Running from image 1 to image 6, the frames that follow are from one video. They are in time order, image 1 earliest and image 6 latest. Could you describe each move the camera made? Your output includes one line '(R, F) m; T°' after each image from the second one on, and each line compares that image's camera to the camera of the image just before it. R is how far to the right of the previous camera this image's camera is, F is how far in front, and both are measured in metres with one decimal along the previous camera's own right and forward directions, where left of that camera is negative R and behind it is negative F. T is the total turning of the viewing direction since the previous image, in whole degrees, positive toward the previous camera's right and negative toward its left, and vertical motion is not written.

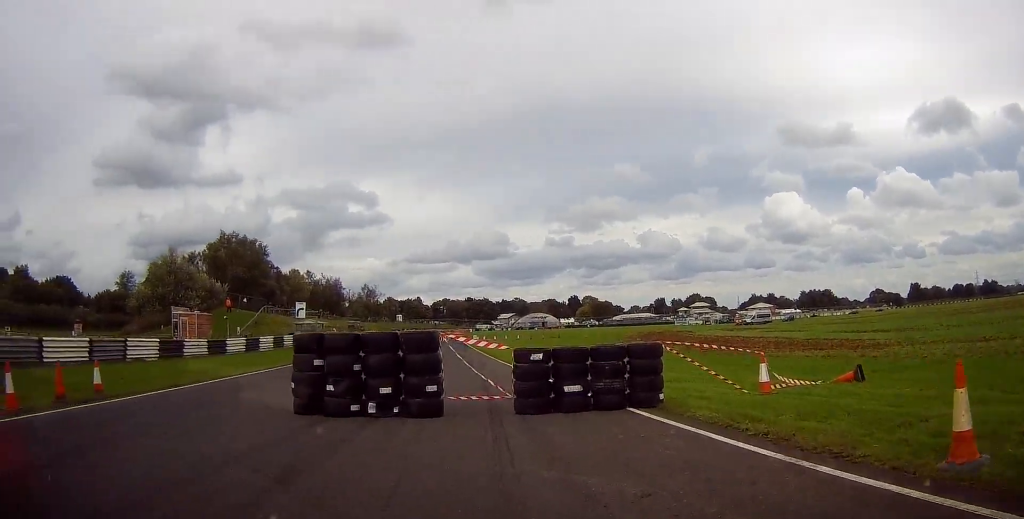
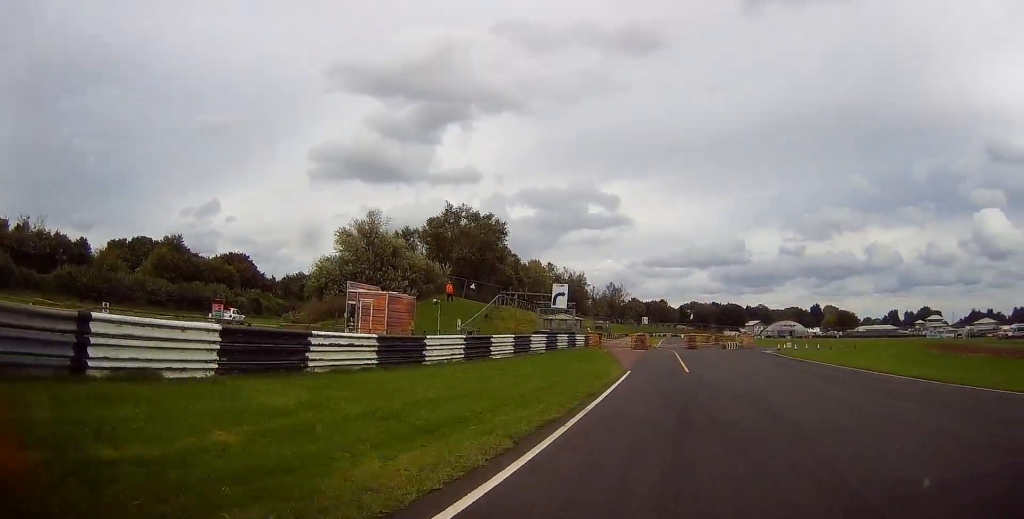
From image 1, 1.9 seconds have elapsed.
(-4.8, +16.9) m; -10°
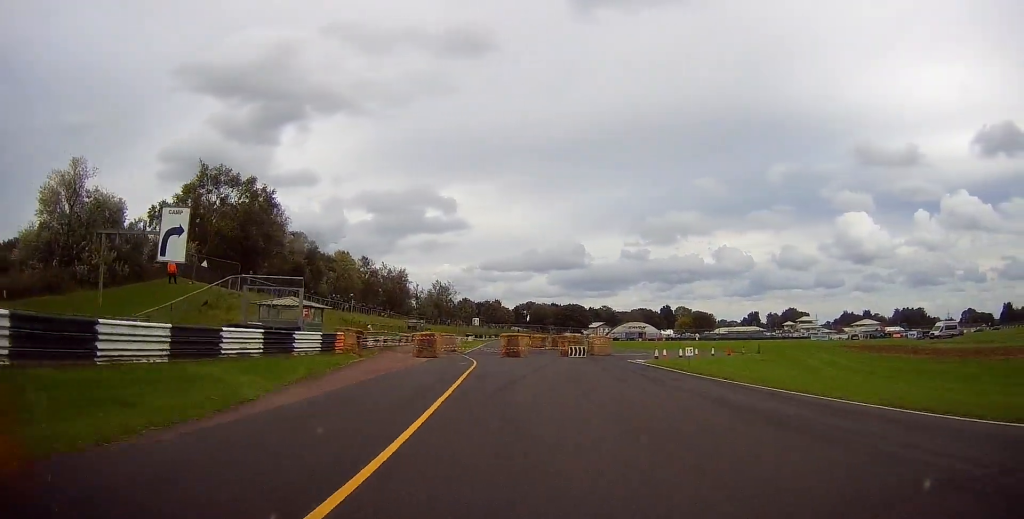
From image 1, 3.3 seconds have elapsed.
(+3.8, +19.2) m; +14°
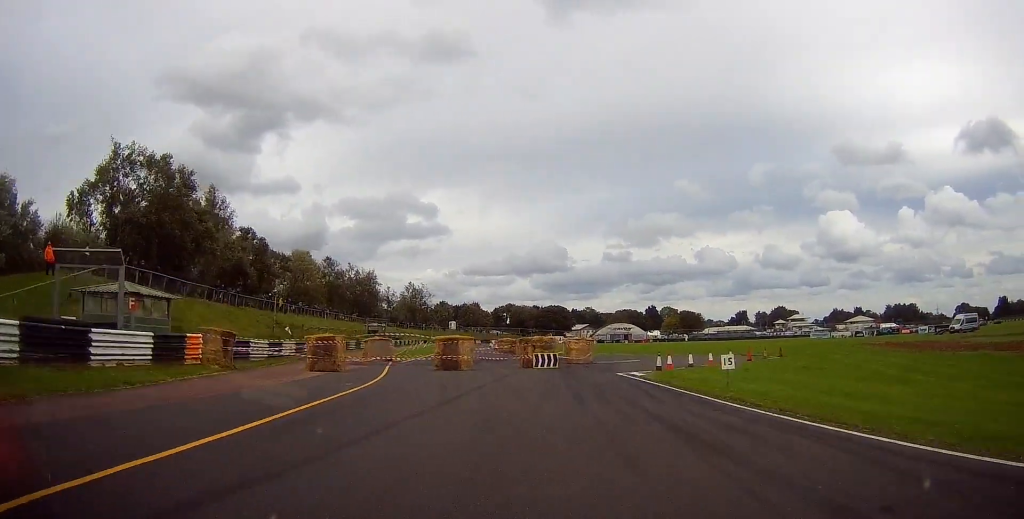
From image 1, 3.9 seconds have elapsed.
(+0.2, +10.1) m; +2°
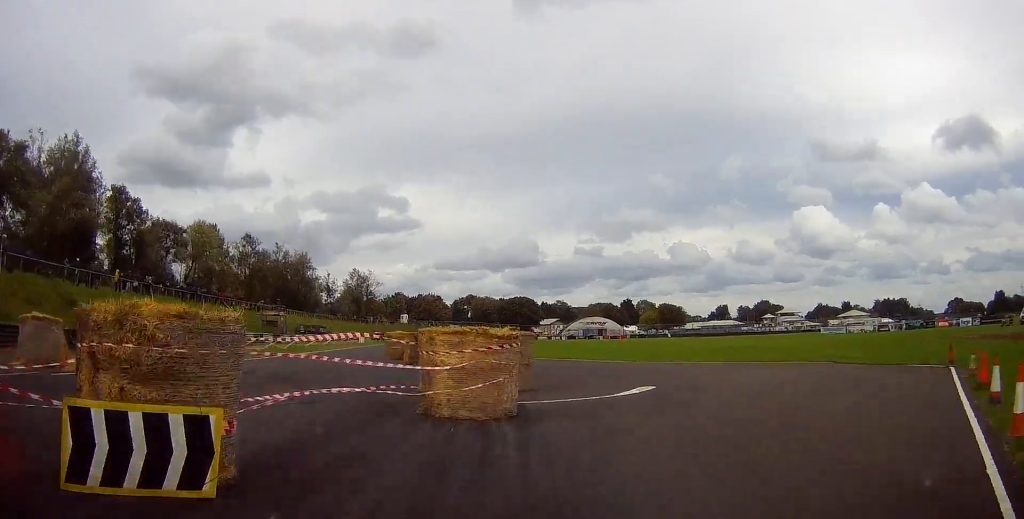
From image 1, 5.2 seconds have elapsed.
(+0.3, +23.0) m; -1°
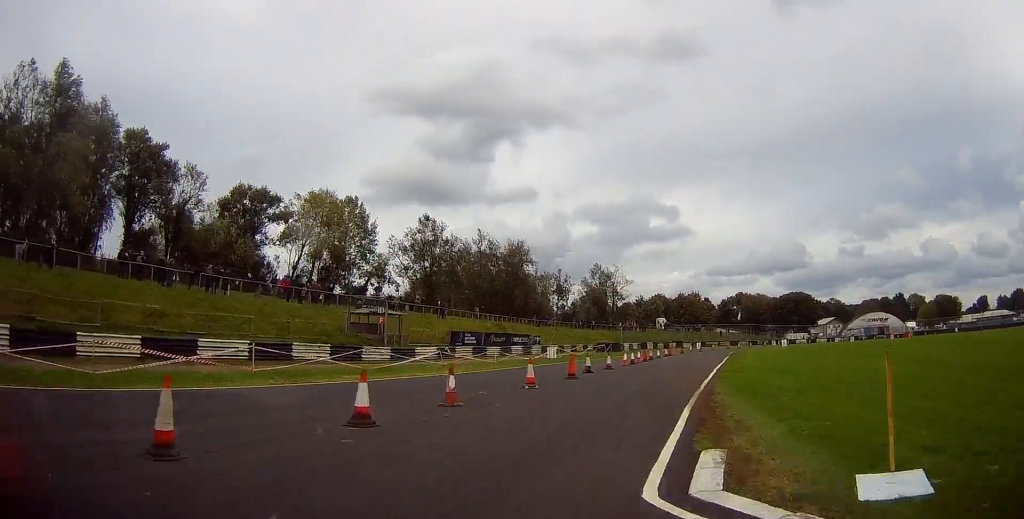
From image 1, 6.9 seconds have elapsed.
(-3.2, +32.9) m; -13°
